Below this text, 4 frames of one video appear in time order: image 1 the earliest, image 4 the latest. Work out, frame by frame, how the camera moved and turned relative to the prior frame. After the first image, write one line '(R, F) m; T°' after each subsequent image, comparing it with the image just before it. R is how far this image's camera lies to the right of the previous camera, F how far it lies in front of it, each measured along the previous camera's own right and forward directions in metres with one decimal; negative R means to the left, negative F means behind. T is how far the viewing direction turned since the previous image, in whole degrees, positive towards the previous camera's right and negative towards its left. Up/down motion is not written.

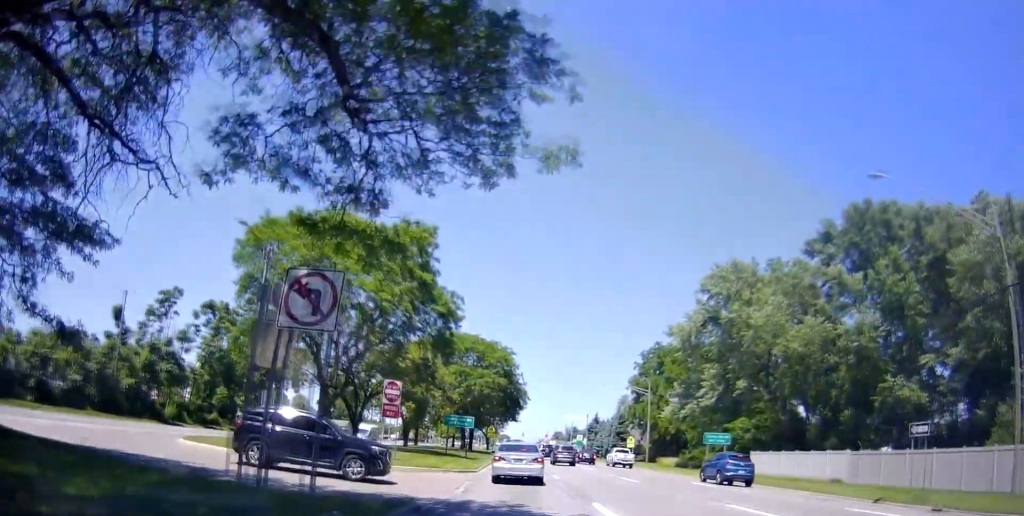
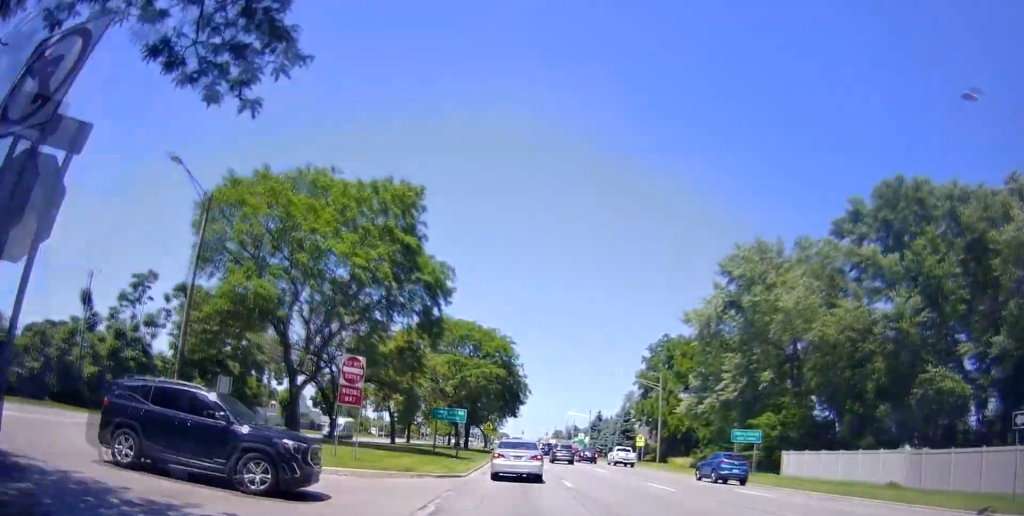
(+0.1, +6.4) m; 0°
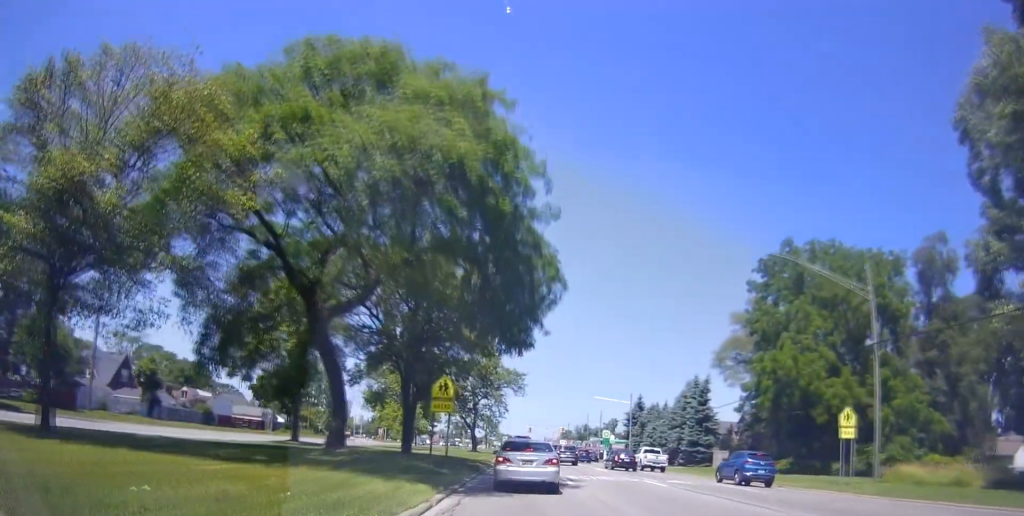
(-1.4, +46.2) m; 0°
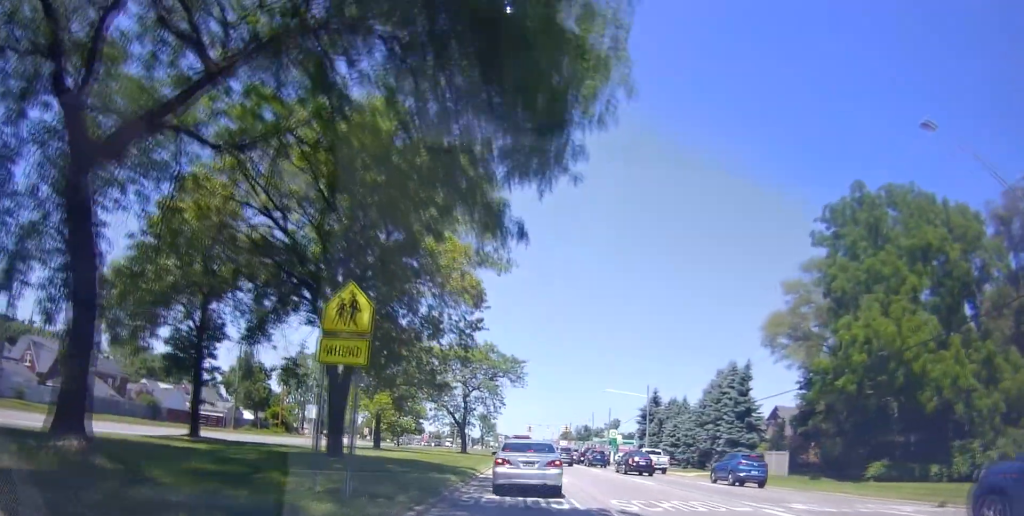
(-0.4, +15.5) m; -4°
